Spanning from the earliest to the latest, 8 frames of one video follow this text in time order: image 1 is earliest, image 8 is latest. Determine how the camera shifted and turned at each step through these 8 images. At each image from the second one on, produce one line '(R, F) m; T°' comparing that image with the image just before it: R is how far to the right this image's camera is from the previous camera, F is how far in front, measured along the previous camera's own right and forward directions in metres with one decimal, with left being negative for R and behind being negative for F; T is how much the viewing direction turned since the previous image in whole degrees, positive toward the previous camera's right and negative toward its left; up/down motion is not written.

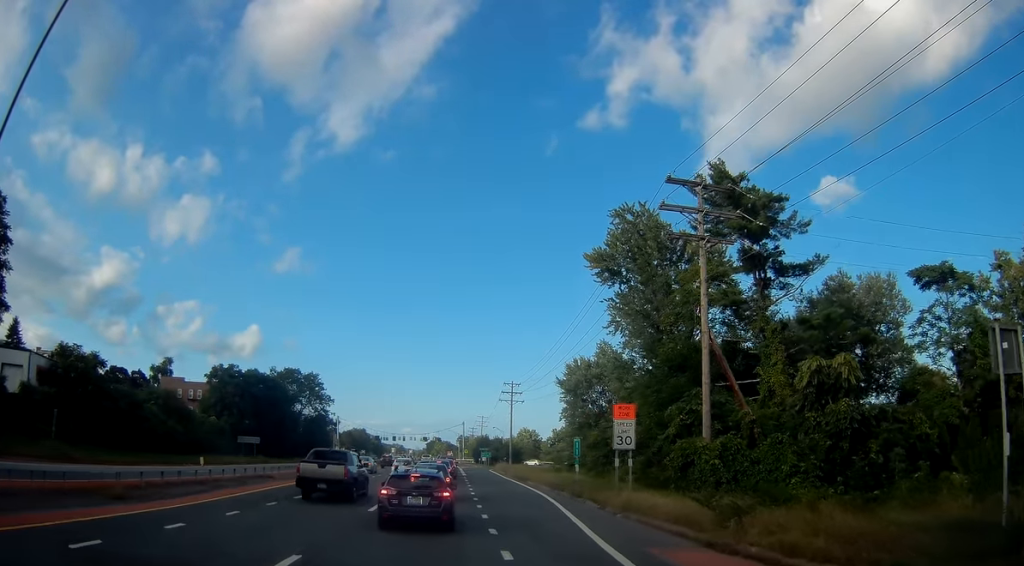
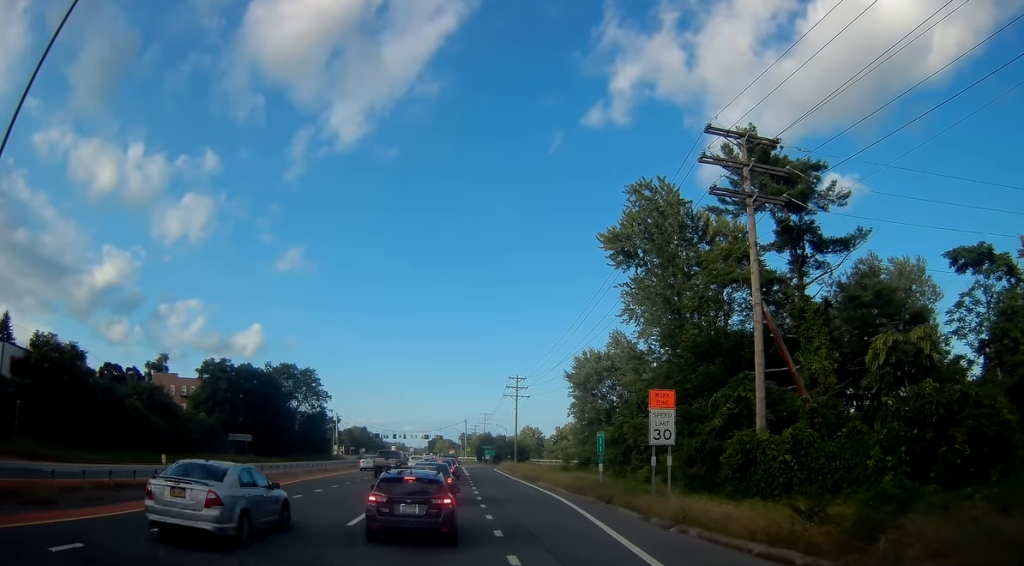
(-0.2, +4.8) m; -2°
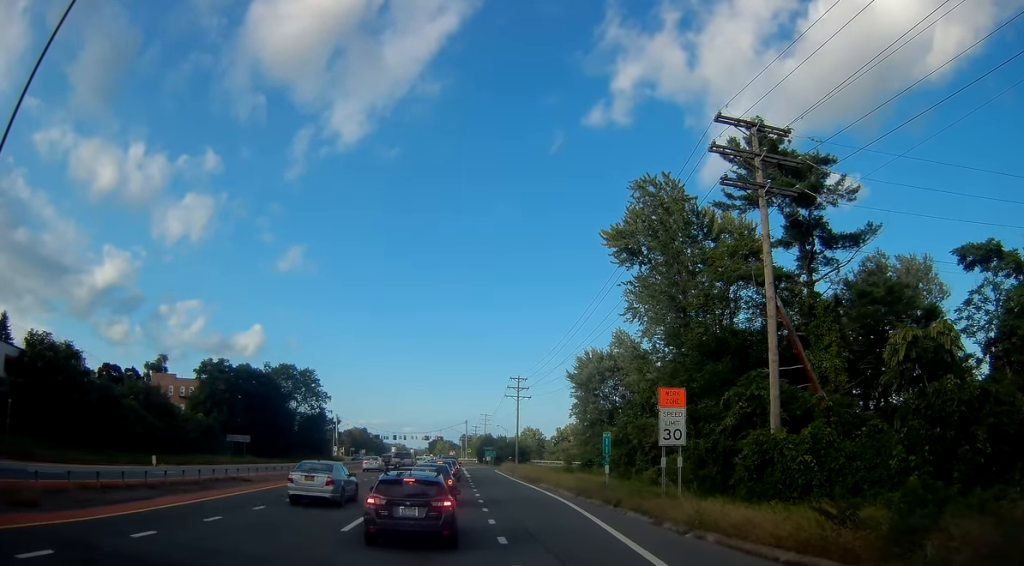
(+0.1, +1.3) m; 0°
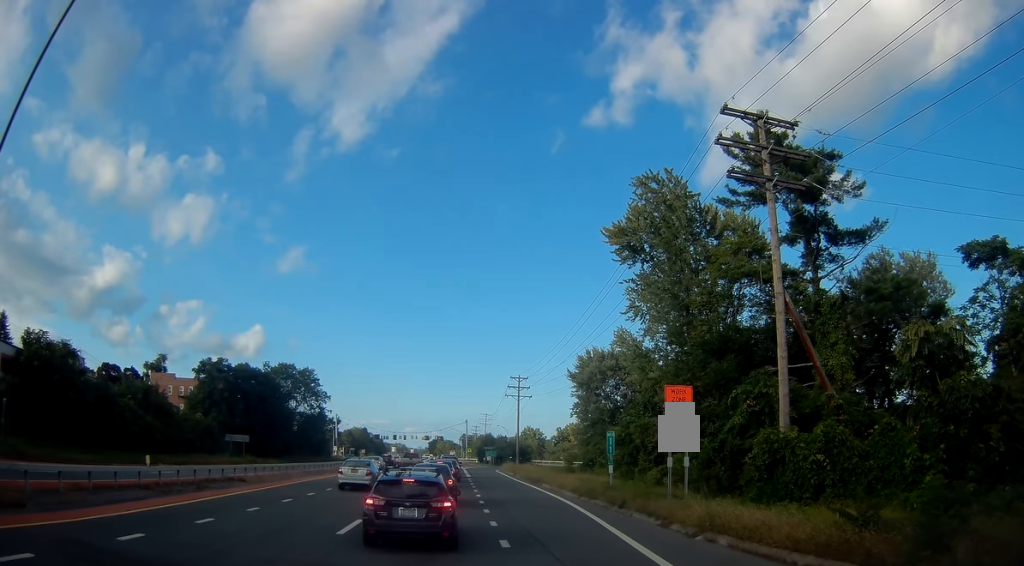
(-0.1, +0.6) m; 0°
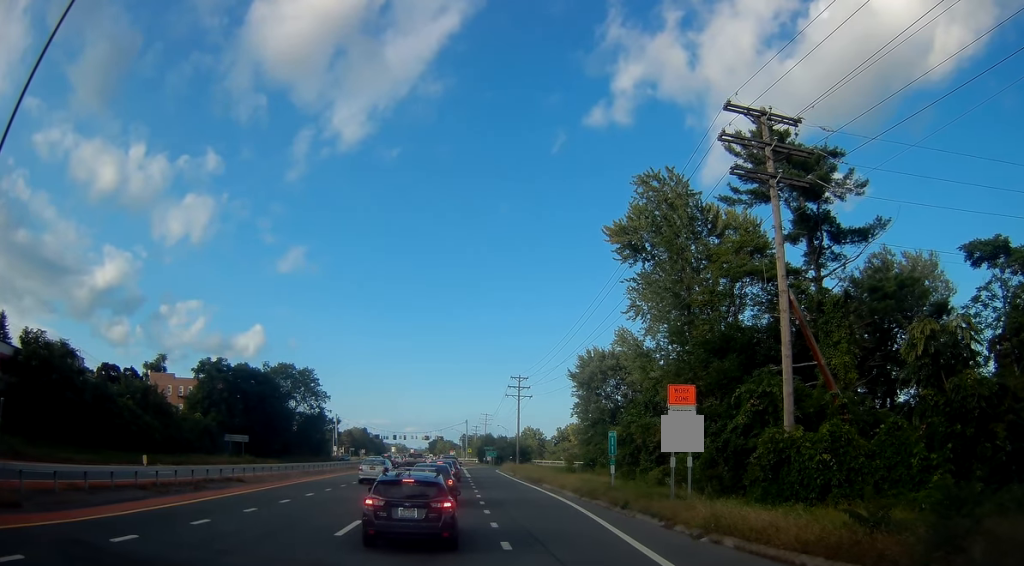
(-0.1, +0.3) m; 0°
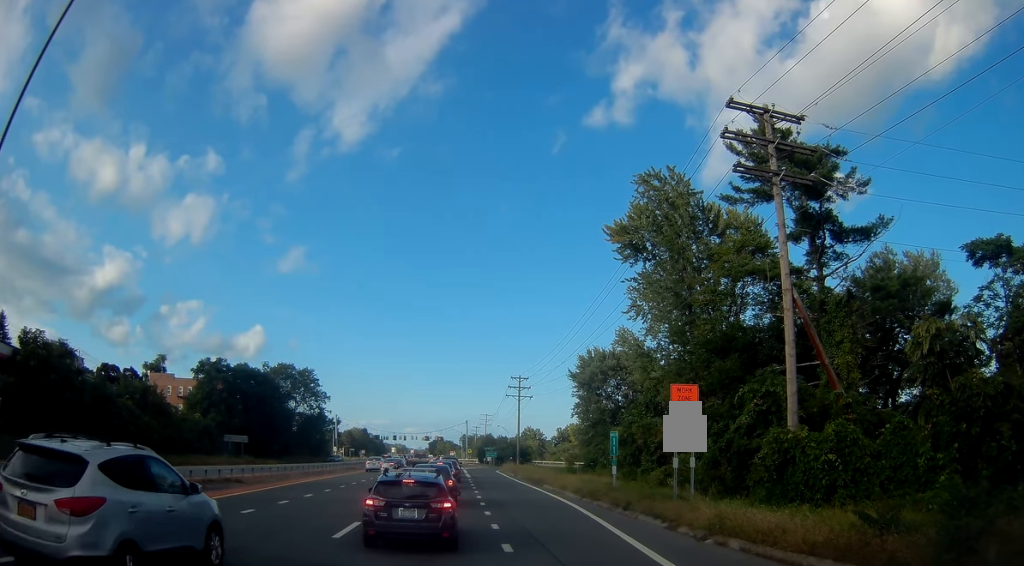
(-0.1, +0.2) m; 0°
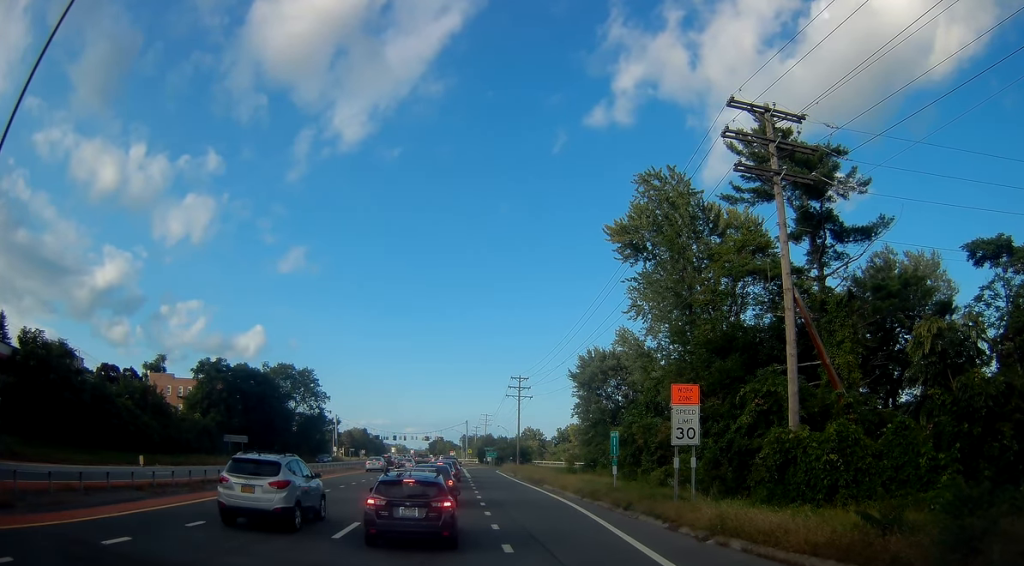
(0.0, 0.0) m; 0°
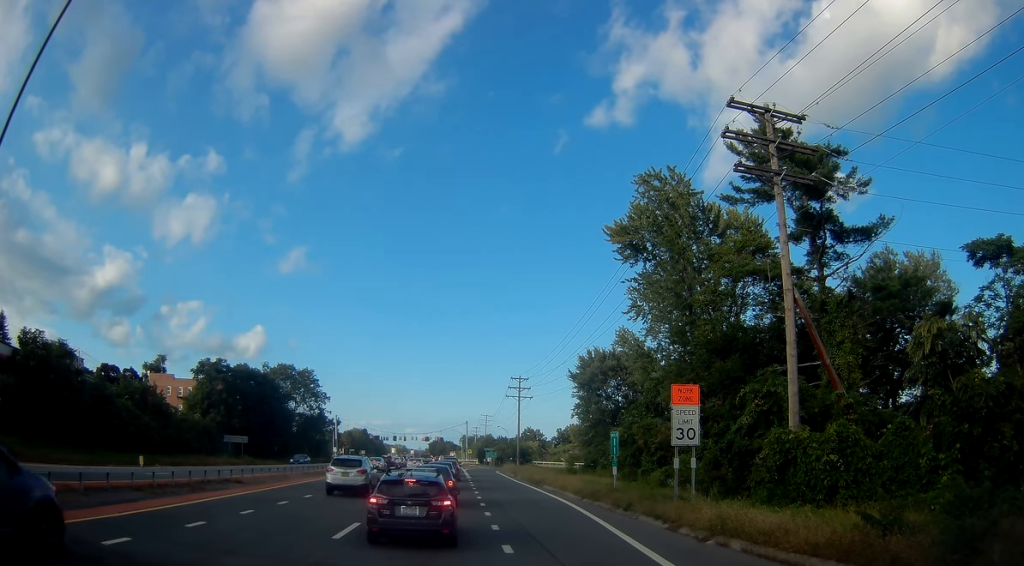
(0.0, 0.0) m; 0°
